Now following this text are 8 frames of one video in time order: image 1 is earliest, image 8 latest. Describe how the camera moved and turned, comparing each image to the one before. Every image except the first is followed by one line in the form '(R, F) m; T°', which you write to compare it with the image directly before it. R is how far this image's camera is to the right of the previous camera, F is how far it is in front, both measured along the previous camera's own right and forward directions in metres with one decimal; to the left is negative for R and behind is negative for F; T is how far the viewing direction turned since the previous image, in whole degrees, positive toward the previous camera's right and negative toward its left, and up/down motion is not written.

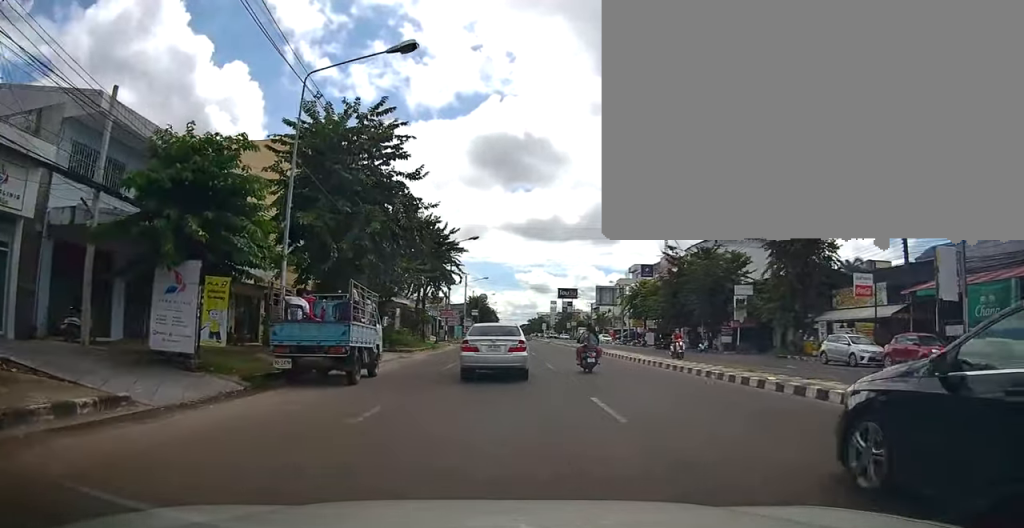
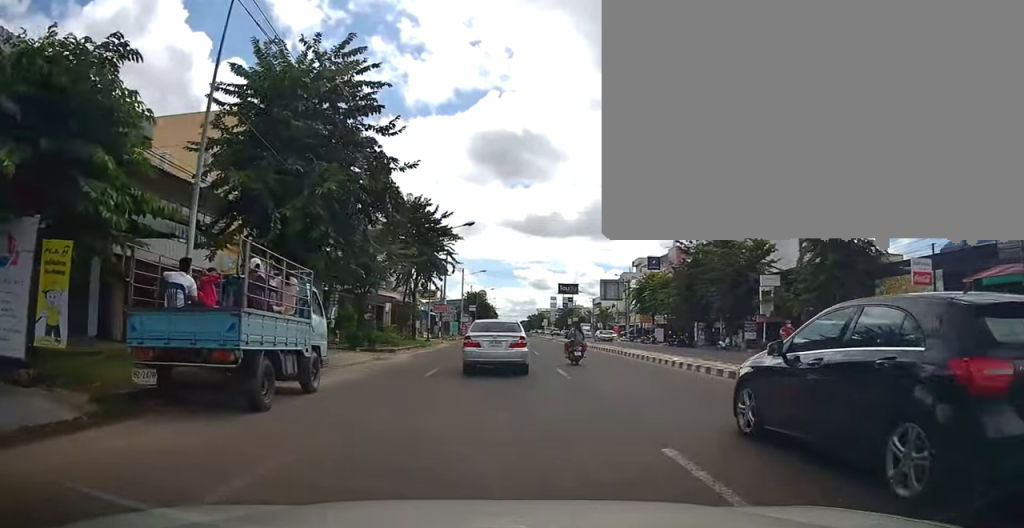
(-0.3, +5.0) m; +1°
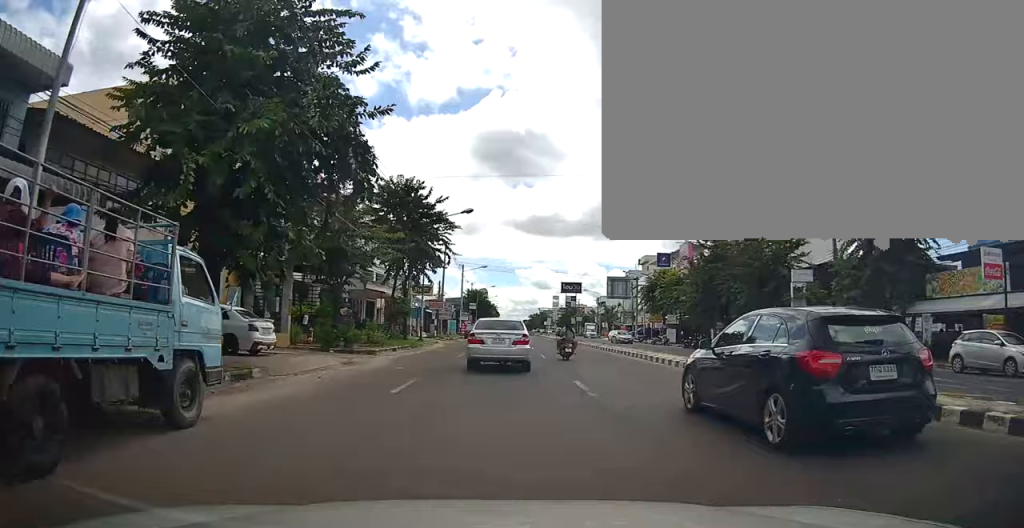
(+0.3, +4.4) m; 0°
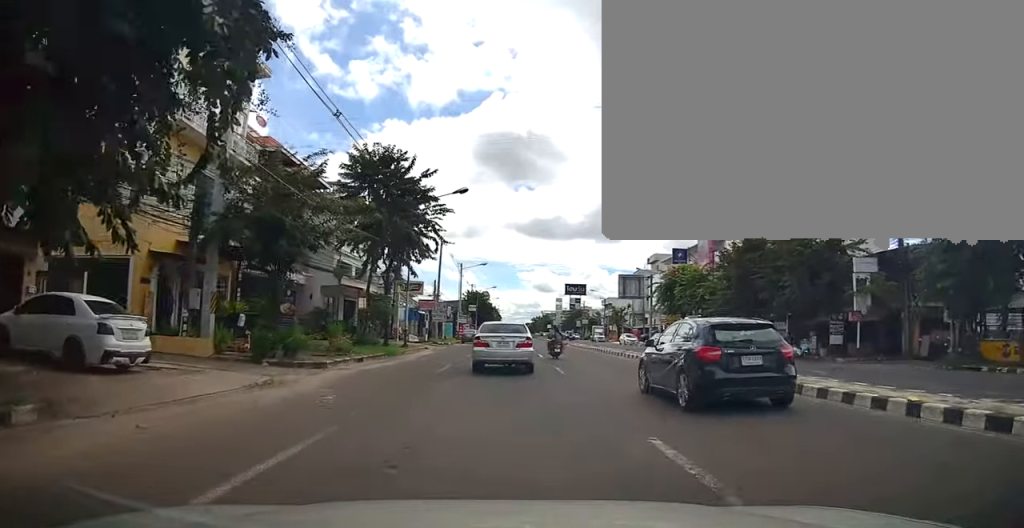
(0.0, +6.9) m; -1°
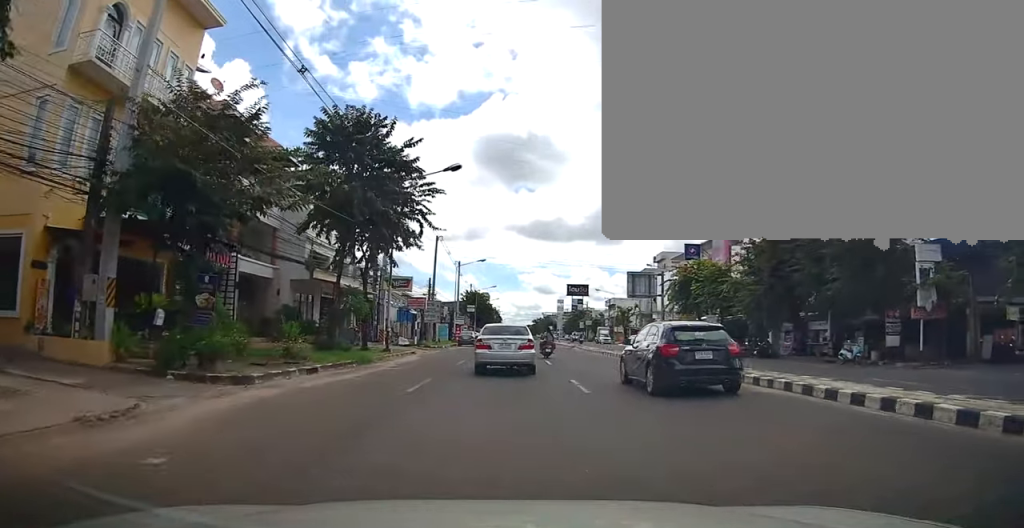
(-0.3, +5.1) m; -1°
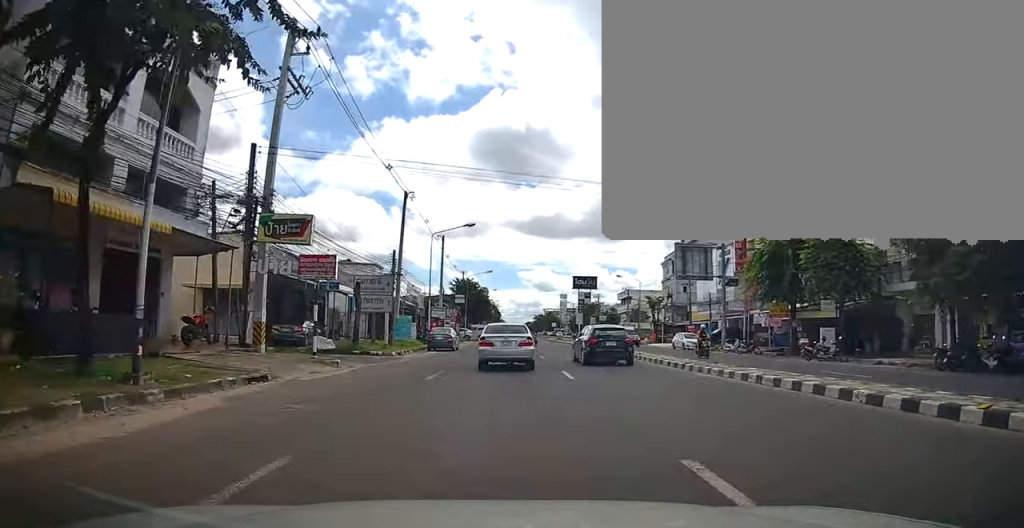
(+0.8, +20.6) m; +2°
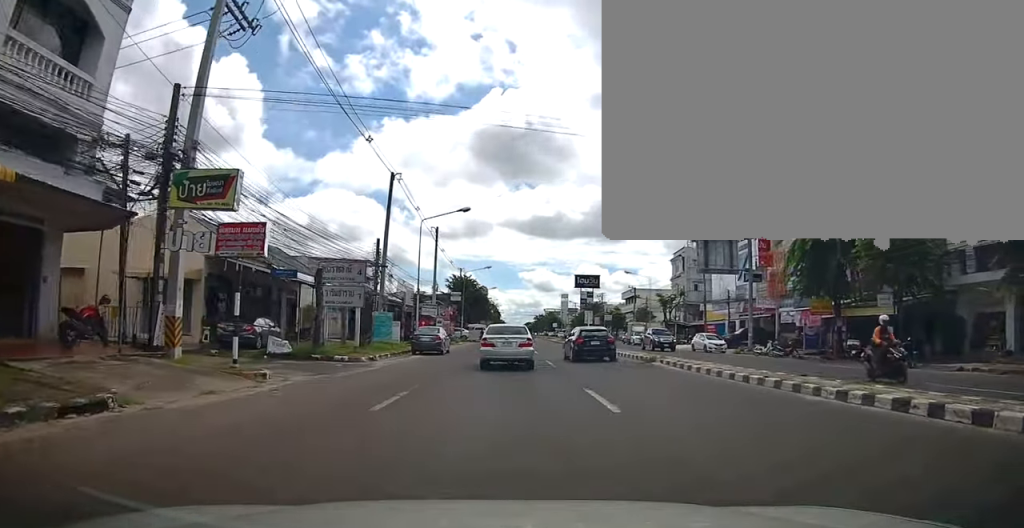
(-0.1, +5.8) m; -1°
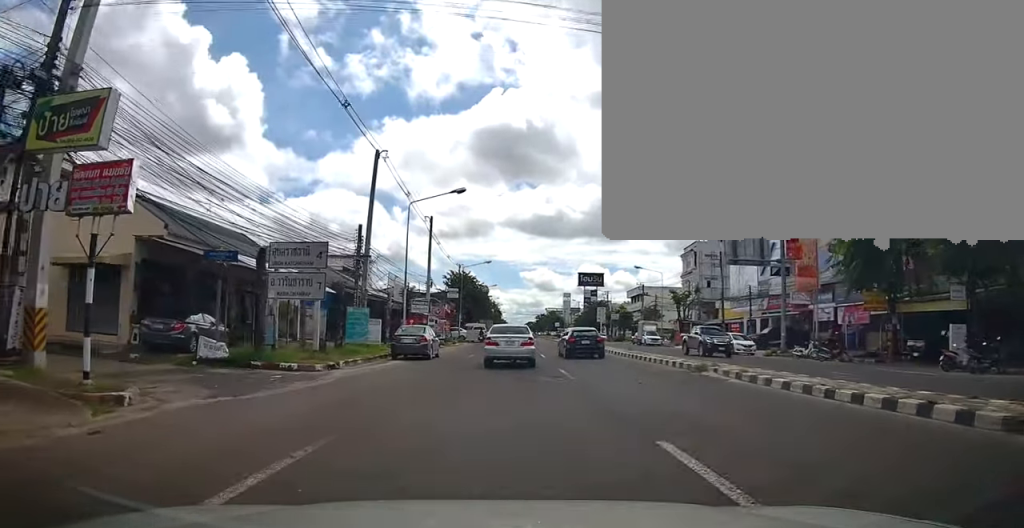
(0.0, +5.3) m; -2°
